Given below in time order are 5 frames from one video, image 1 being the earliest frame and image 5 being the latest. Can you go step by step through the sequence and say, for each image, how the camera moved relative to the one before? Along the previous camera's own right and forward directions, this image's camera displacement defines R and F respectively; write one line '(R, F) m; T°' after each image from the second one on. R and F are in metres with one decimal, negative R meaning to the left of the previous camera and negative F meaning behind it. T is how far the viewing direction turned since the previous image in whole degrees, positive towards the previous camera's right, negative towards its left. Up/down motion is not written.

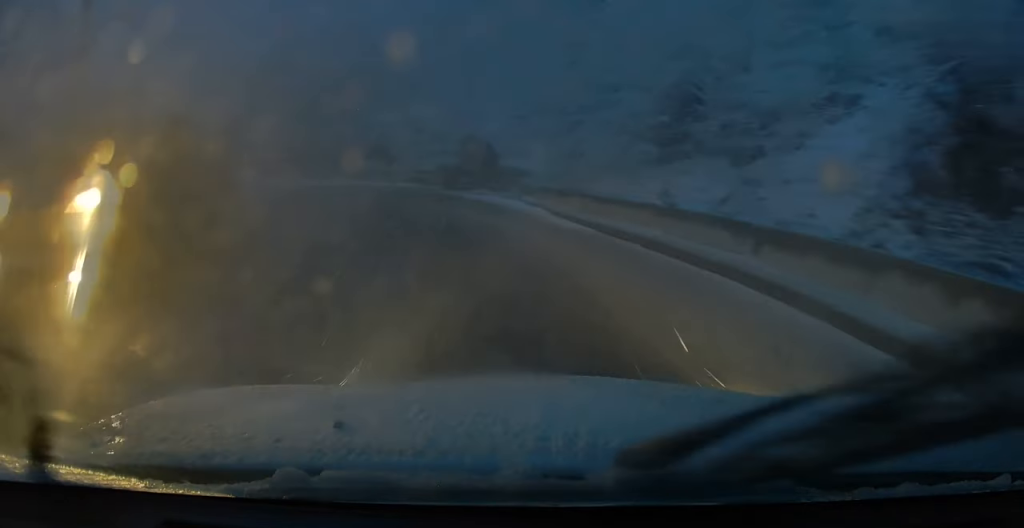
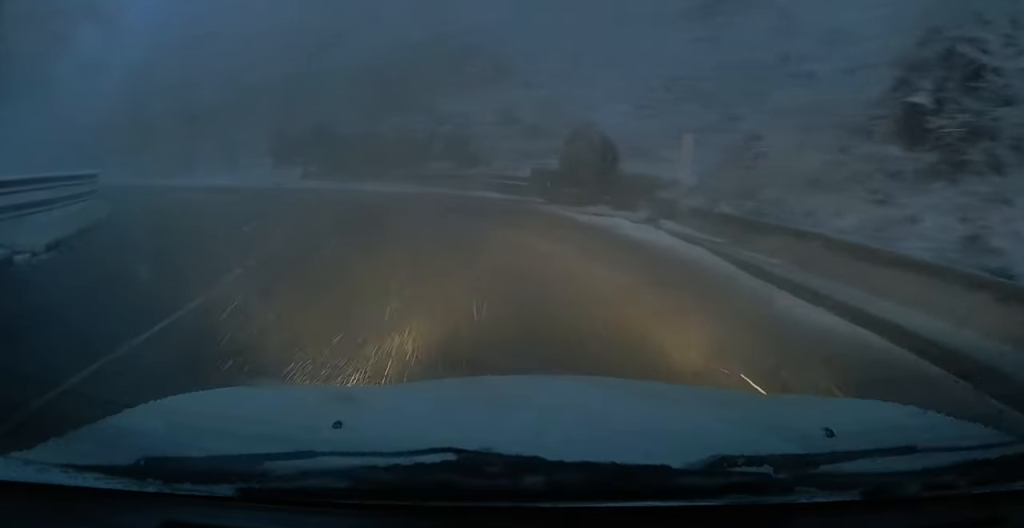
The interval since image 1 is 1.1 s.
(-1.0, +7.7) m; -19°
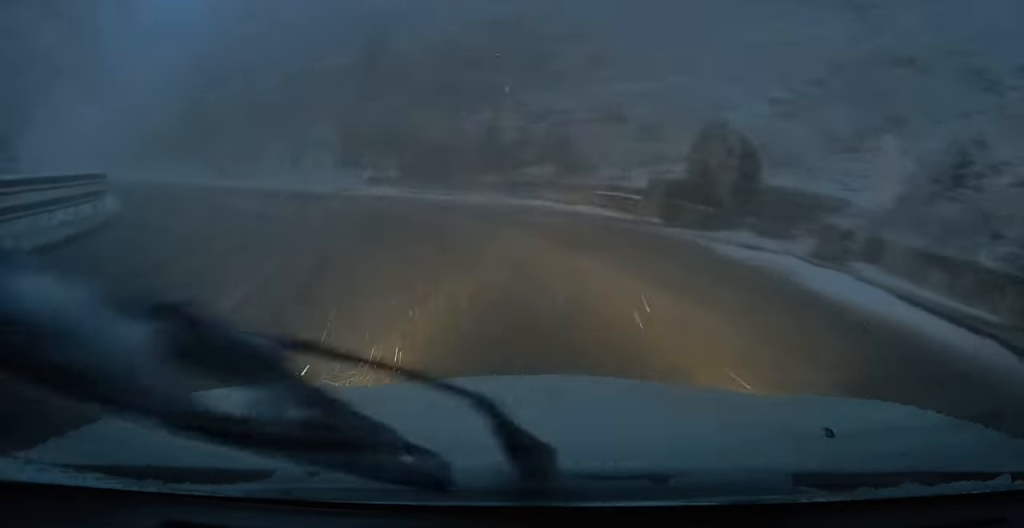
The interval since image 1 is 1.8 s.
(-0.8, +4.8) m; -12°
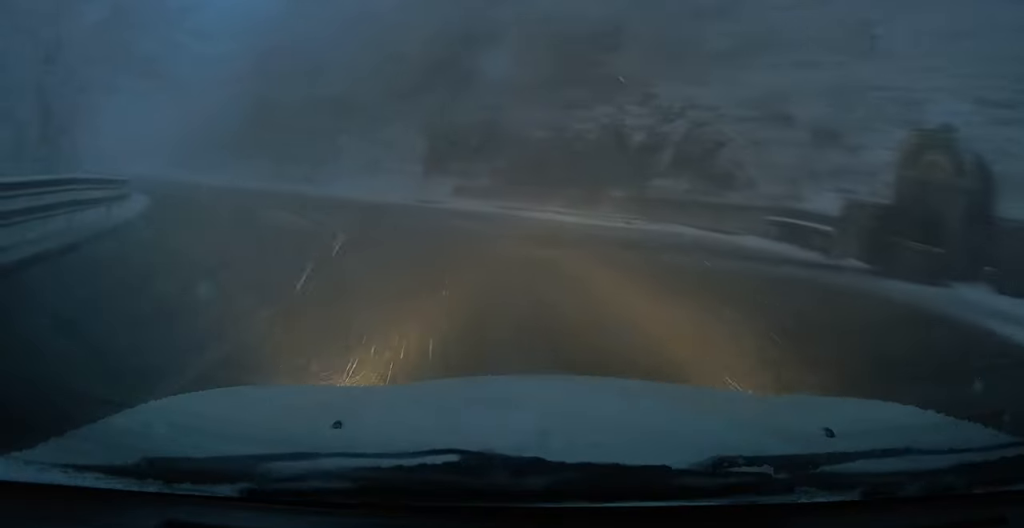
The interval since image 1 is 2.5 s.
(-0.2, +5.2) m; -9°
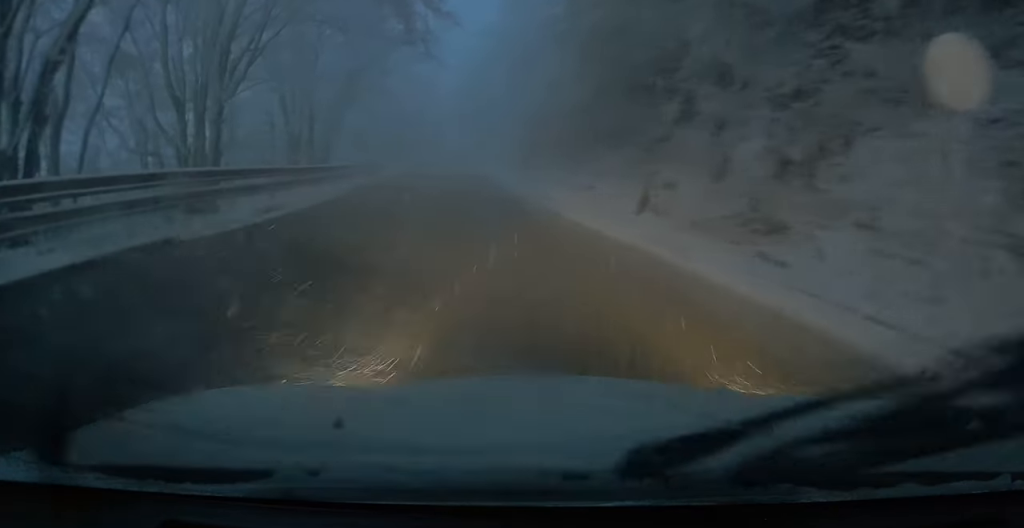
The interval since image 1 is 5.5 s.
(-3.1, +23.9) m; -14°
